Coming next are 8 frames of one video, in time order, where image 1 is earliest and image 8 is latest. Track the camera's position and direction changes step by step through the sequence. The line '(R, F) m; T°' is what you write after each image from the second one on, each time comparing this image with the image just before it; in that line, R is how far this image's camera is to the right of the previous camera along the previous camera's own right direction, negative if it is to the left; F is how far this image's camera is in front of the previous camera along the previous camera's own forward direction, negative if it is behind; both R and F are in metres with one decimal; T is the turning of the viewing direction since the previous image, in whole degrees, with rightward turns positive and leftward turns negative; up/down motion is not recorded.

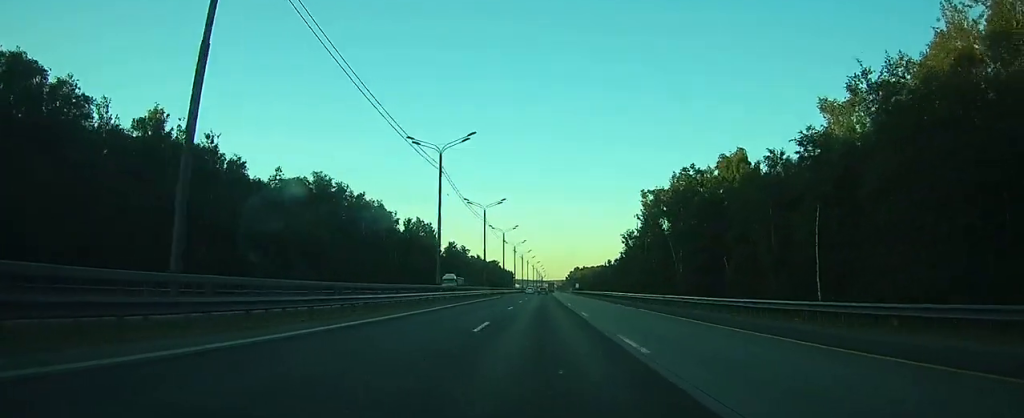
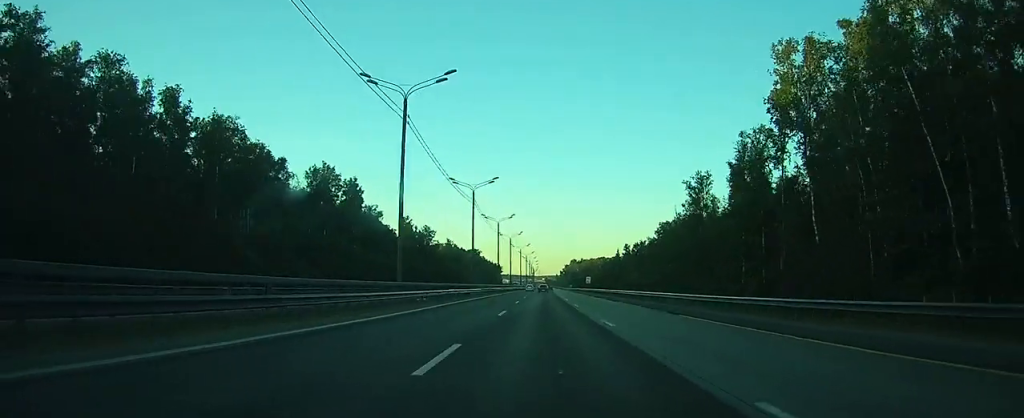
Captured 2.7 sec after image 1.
(+0.8, +88.2) m; +1°
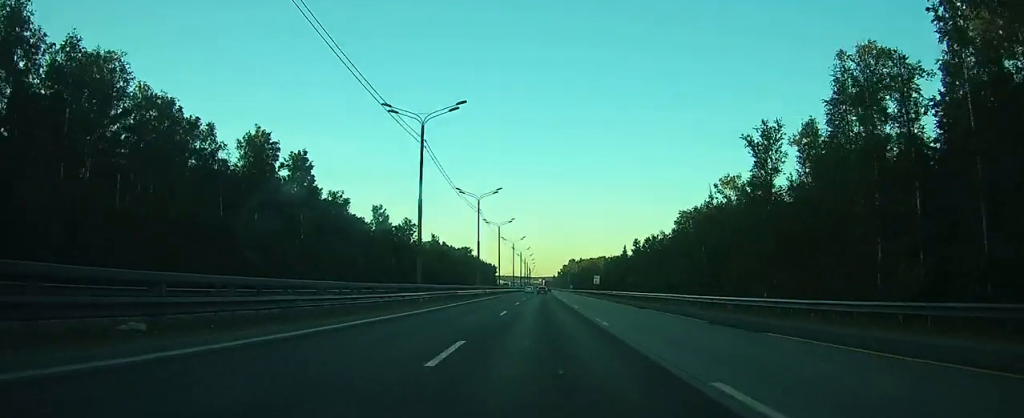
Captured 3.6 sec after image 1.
(0.0, +30.9) m; 0°
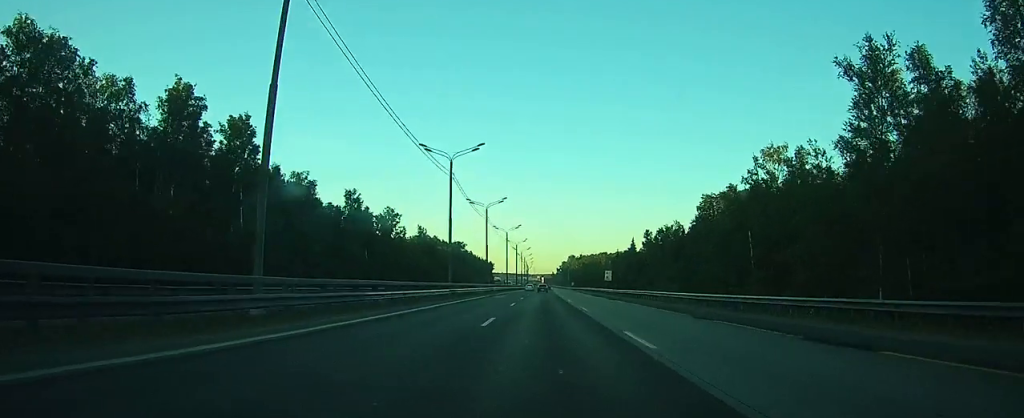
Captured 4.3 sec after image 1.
(+0.1, +24.1) m; 0°
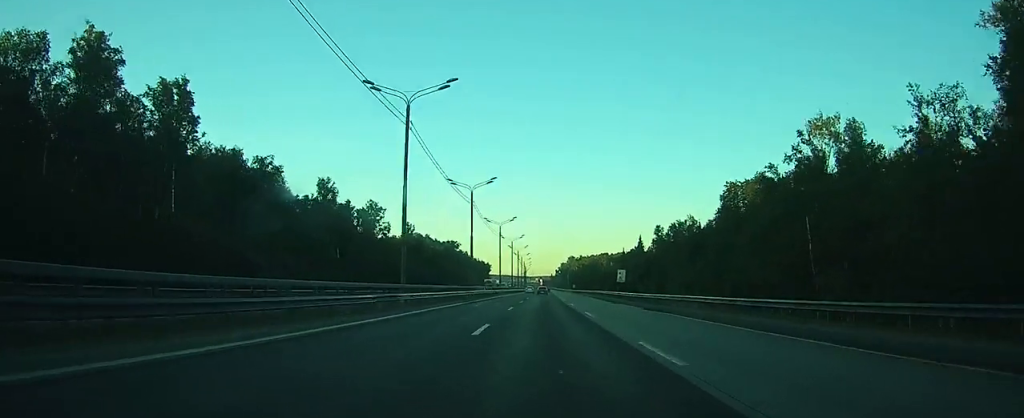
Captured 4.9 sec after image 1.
(+0.1, +18.5) m; 0°
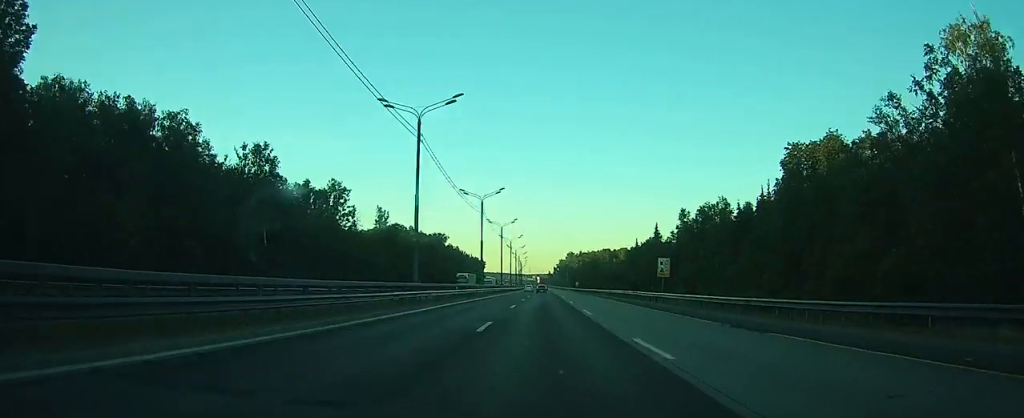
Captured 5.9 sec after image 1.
(+0.1, +31.5) m; 0°
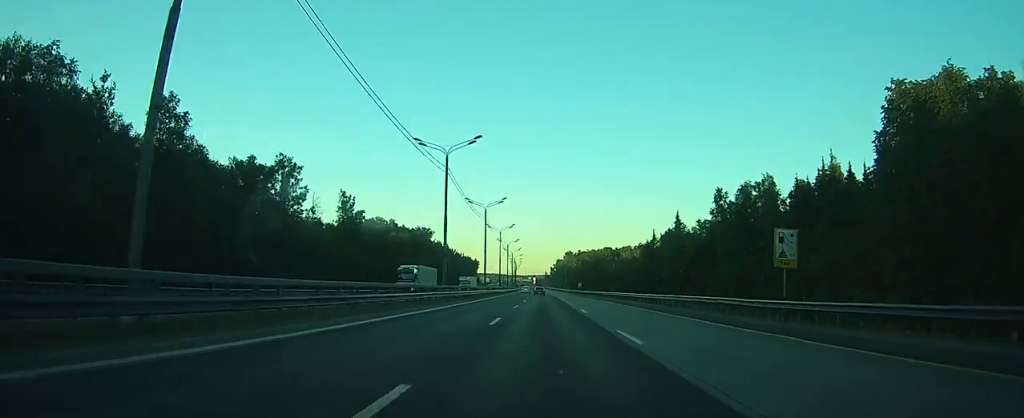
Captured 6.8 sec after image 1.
(+0.1, +29.1) m; 0°
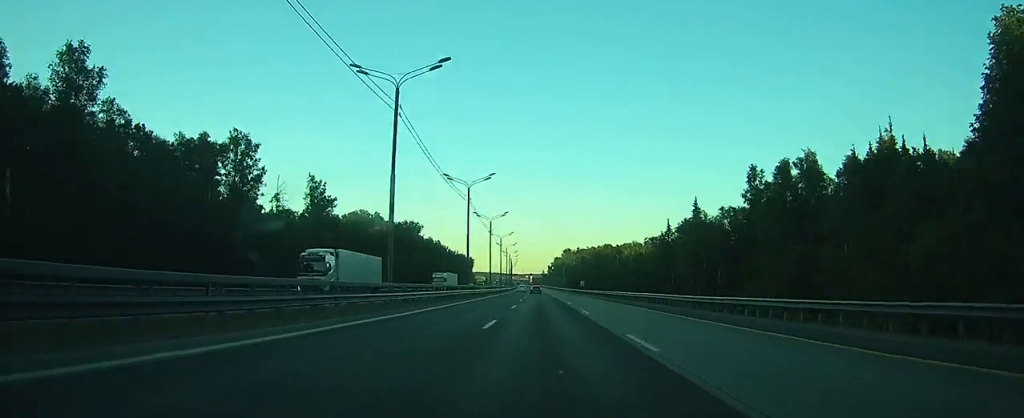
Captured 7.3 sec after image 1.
(0.0, +18.4) m; 0°
